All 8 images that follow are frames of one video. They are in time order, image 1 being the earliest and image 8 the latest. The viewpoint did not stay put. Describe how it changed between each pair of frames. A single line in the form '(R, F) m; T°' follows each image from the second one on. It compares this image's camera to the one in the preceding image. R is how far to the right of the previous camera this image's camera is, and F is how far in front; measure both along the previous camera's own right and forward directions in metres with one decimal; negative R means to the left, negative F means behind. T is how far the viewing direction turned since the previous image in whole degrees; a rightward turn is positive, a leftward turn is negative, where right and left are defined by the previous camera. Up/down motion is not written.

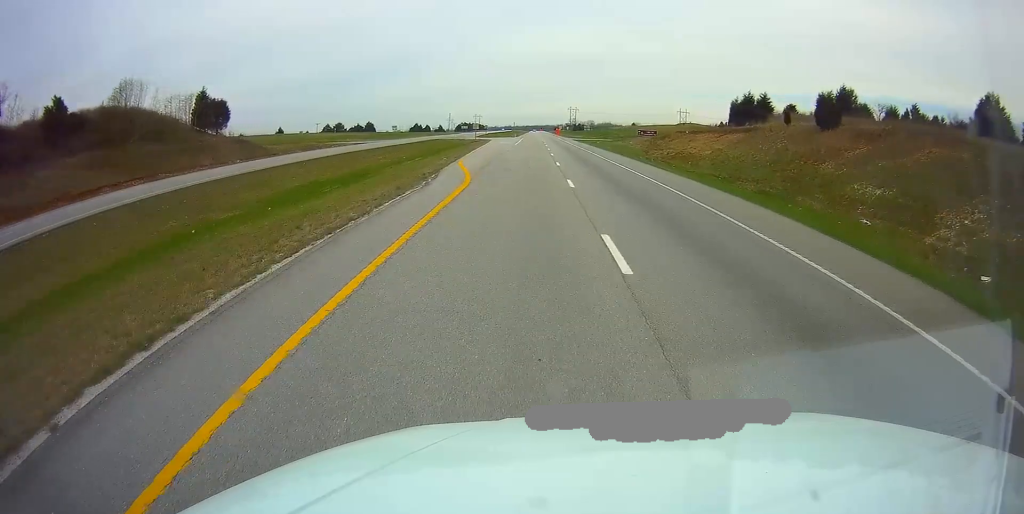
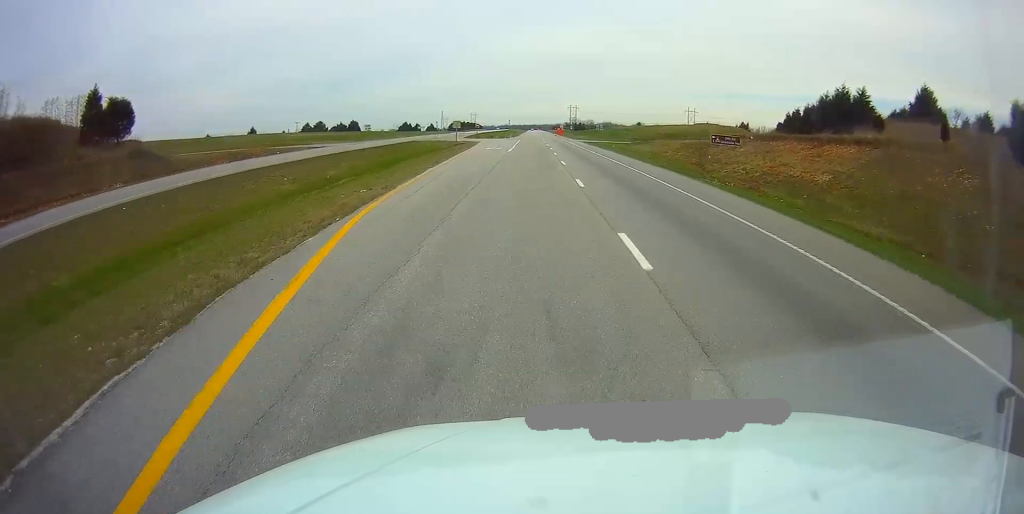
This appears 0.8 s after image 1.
(0.0, +24.4) m; 0°
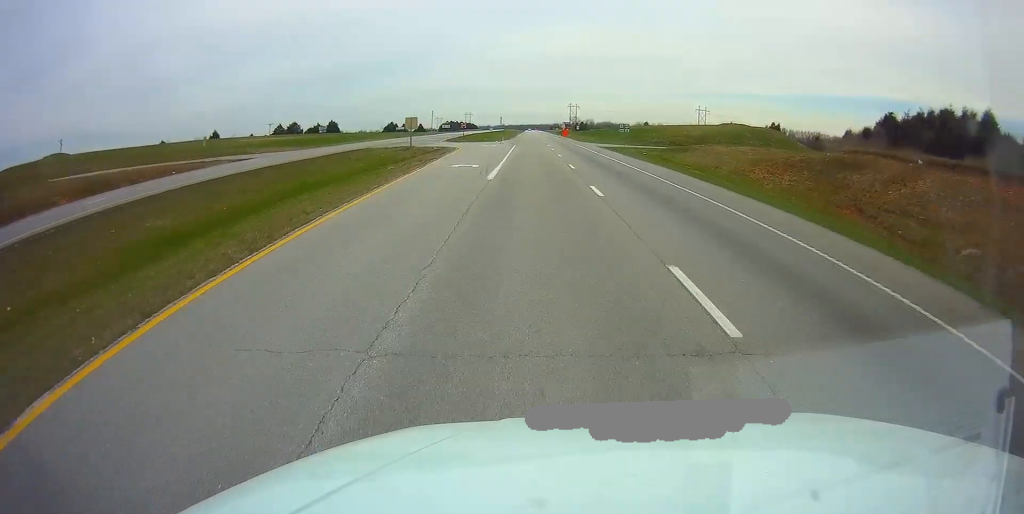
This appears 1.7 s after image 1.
(+0.1, +27.7) m; +1°
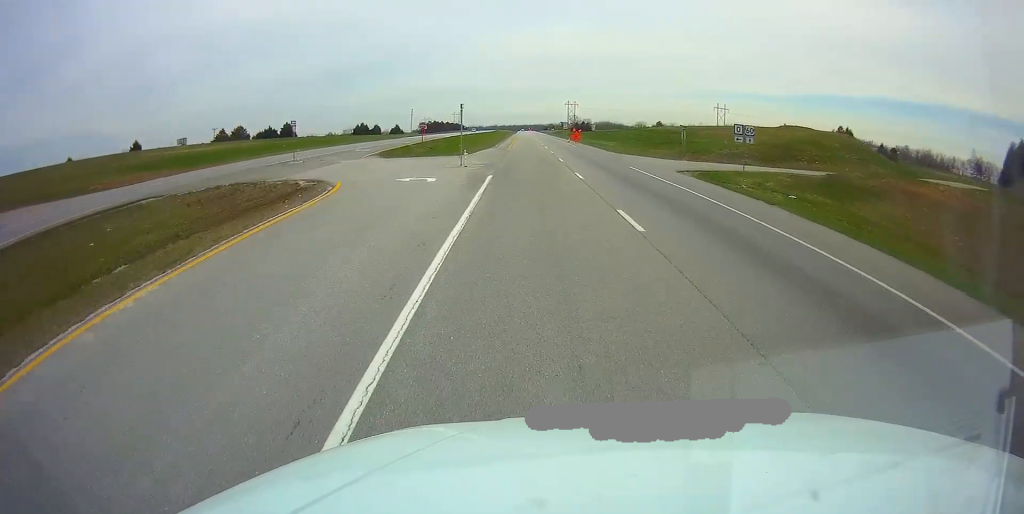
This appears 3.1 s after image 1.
(+0.4, +43.0) m; +1°
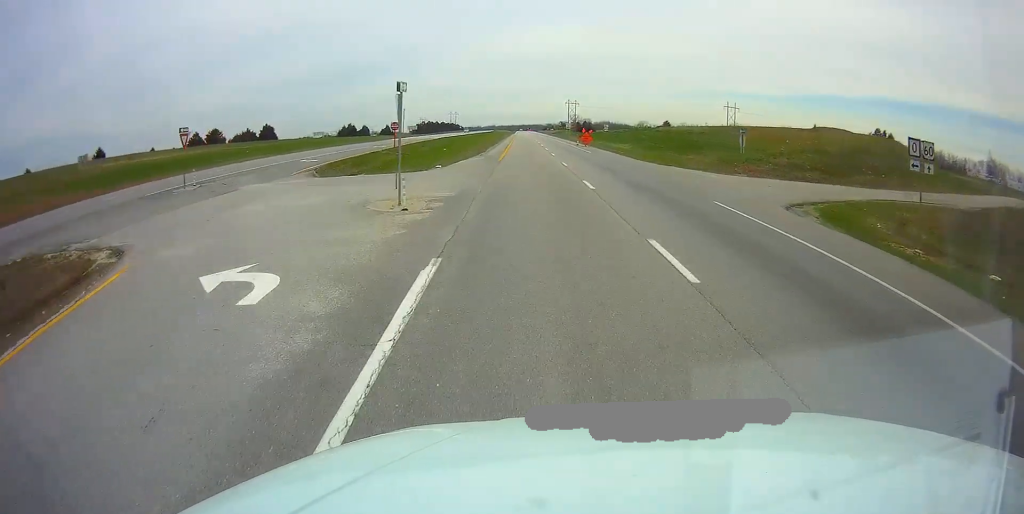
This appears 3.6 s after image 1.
(0.0, +16.4) m; 0°
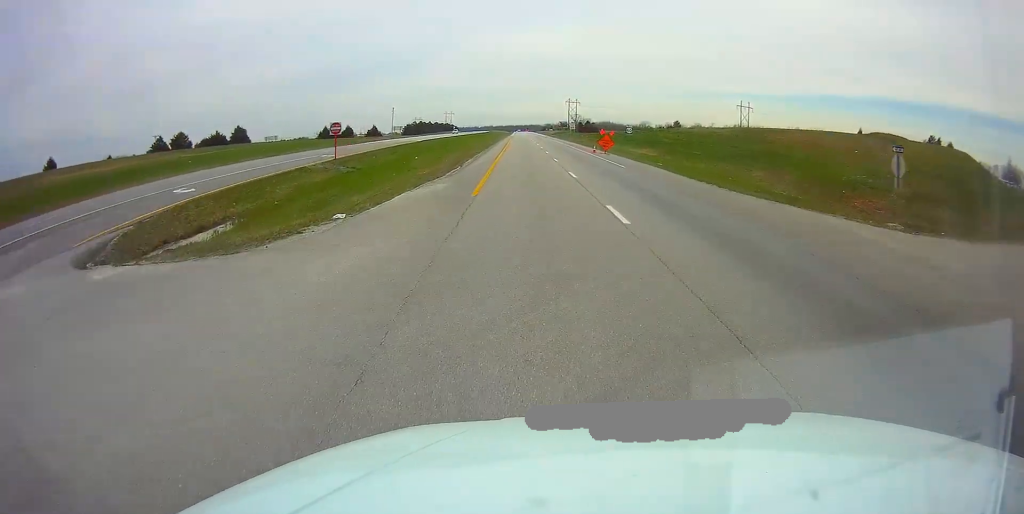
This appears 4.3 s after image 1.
(0.0, +19.4) m; 0°
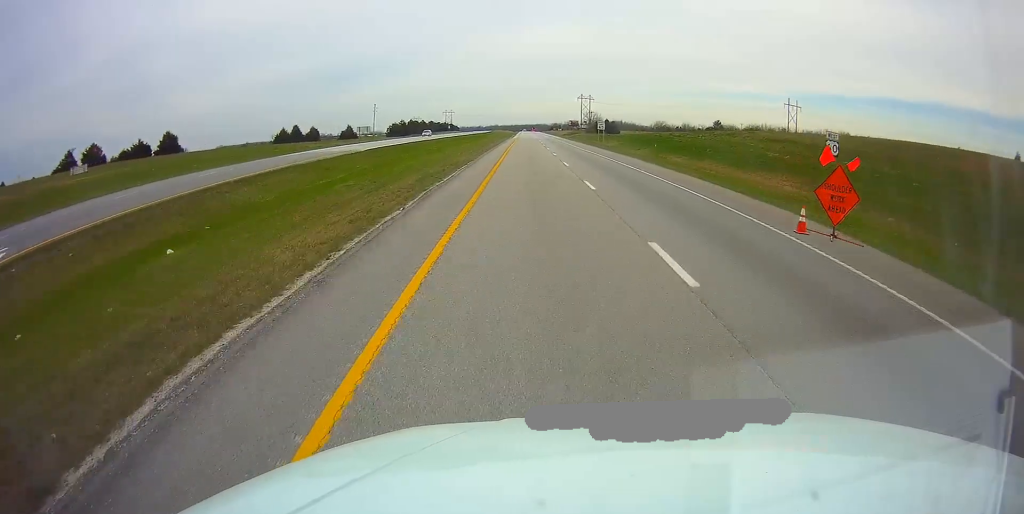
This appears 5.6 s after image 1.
(0.0, +41.8) m; 0°
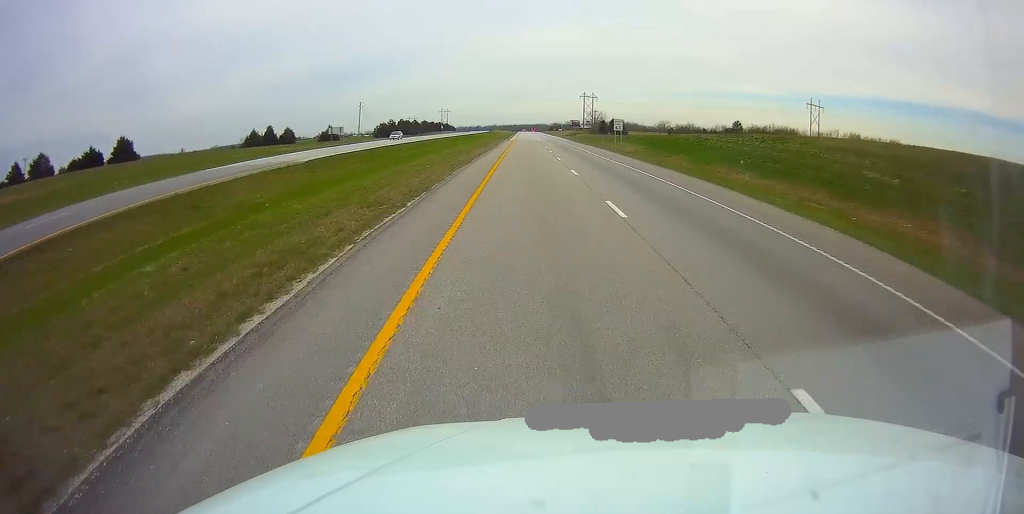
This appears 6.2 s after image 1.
(-0.1, +18.3) m; 0°
